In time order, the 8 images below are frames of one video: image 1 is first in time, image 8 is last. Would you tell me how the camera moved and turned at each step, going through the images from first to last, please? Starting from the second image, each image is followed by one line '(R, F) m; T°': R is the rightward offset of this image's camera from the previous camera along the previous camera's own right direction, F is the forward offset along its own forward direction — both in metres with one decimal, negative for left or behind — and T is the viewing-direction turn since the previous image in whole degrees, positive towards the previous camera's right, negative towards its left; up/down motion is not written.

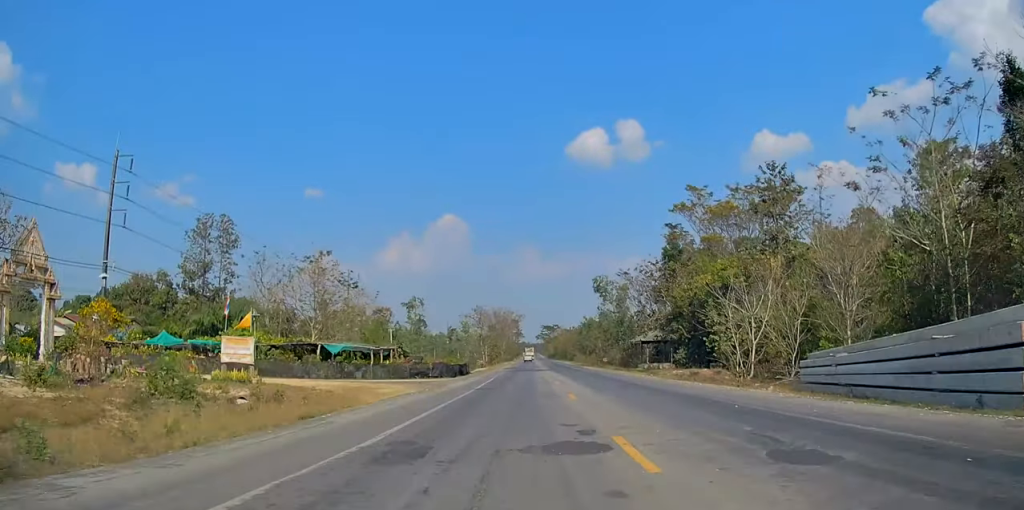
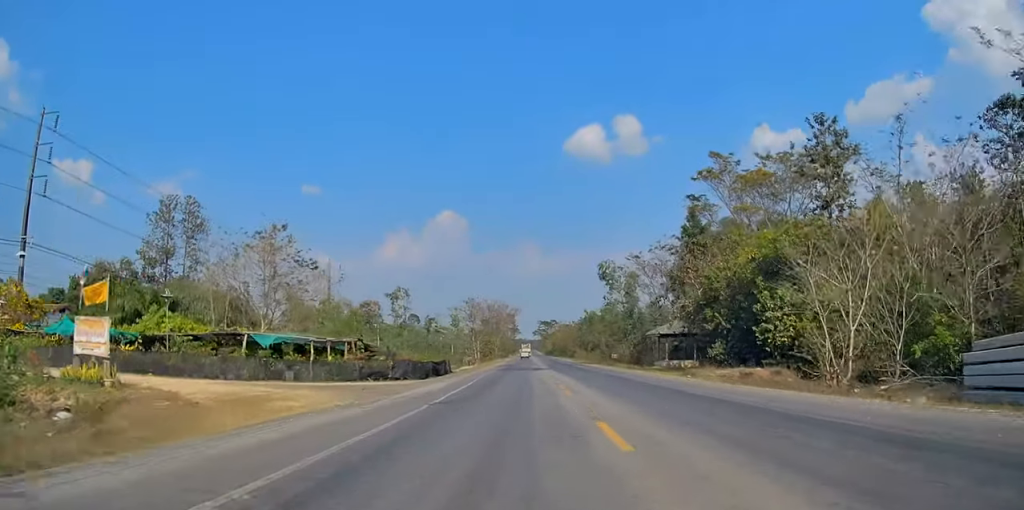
(-0.1, +10.7) m; 0°
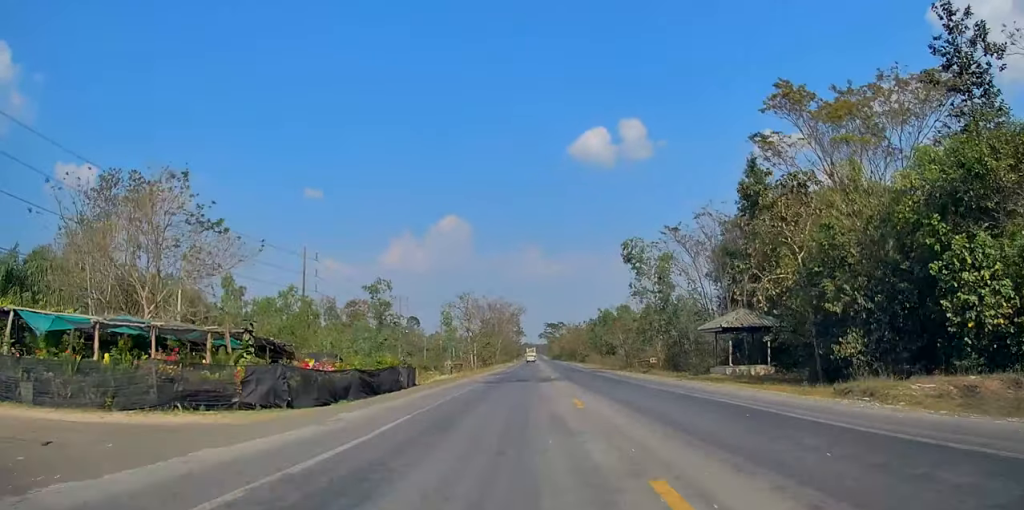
(0.0, +17.3) m; 0°
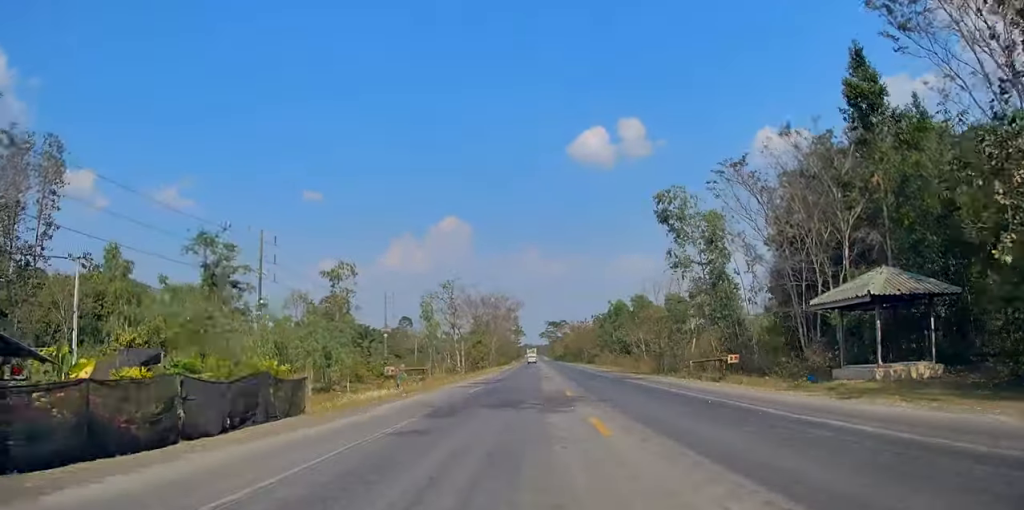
(+0.1, +16.8) m; 0°
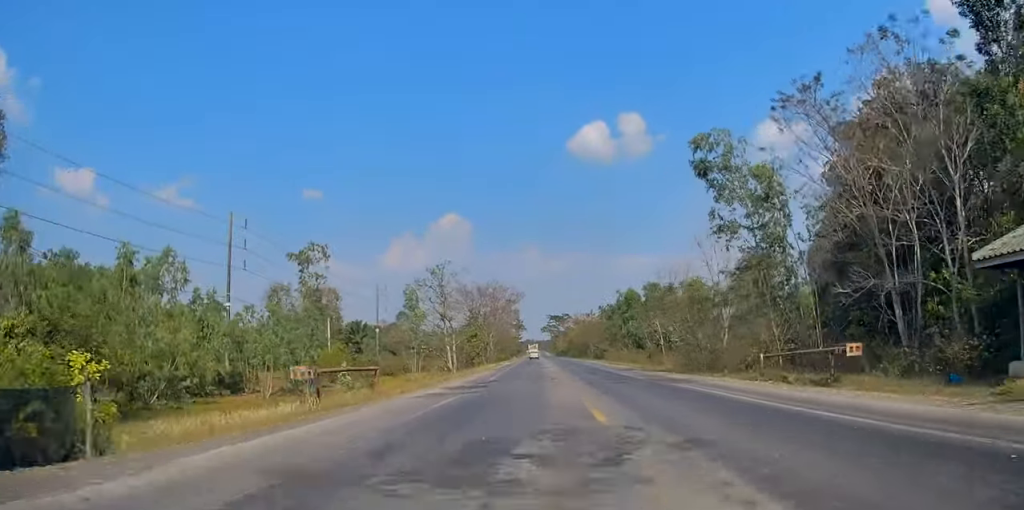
(0.0, +10.2) m; 0°
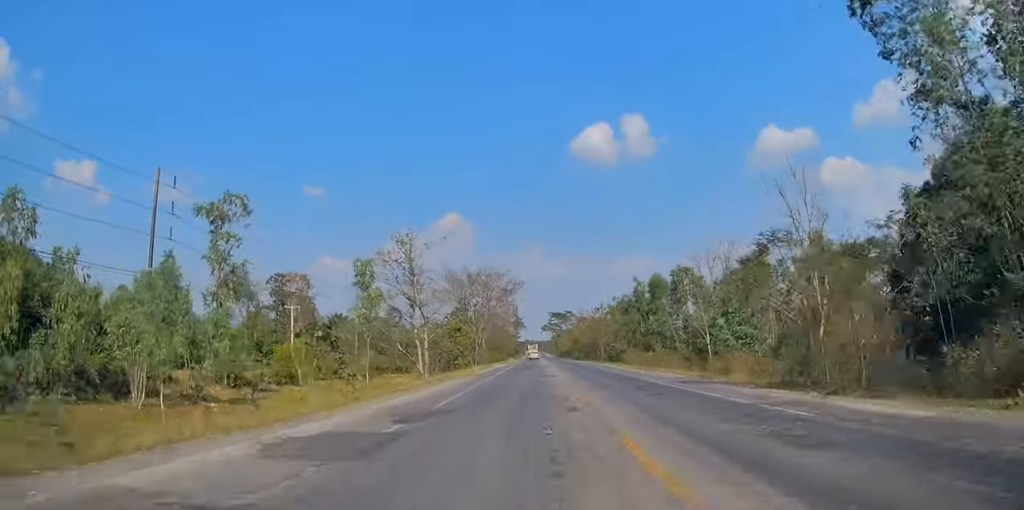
(-0.1, +18.6) m; -1°
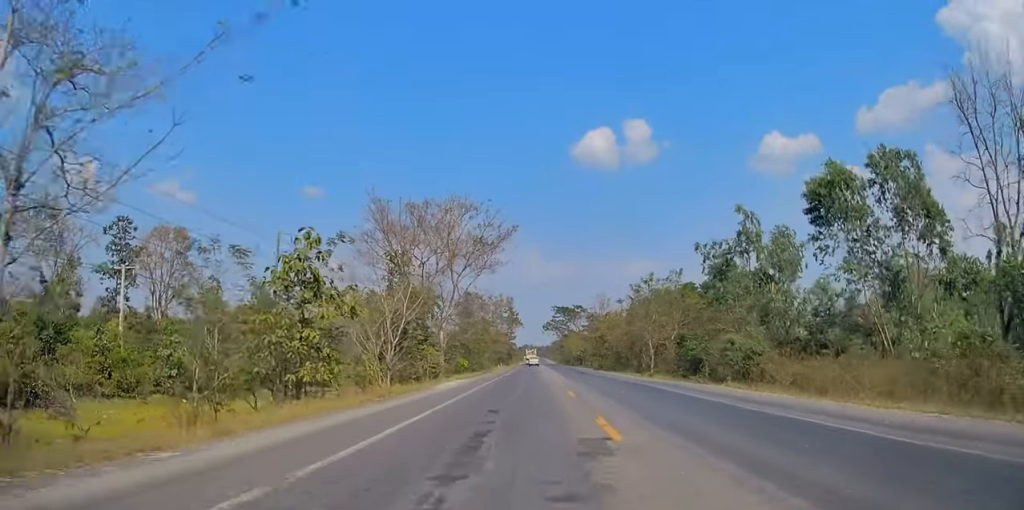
(+0.2, +45.2) m; 0°
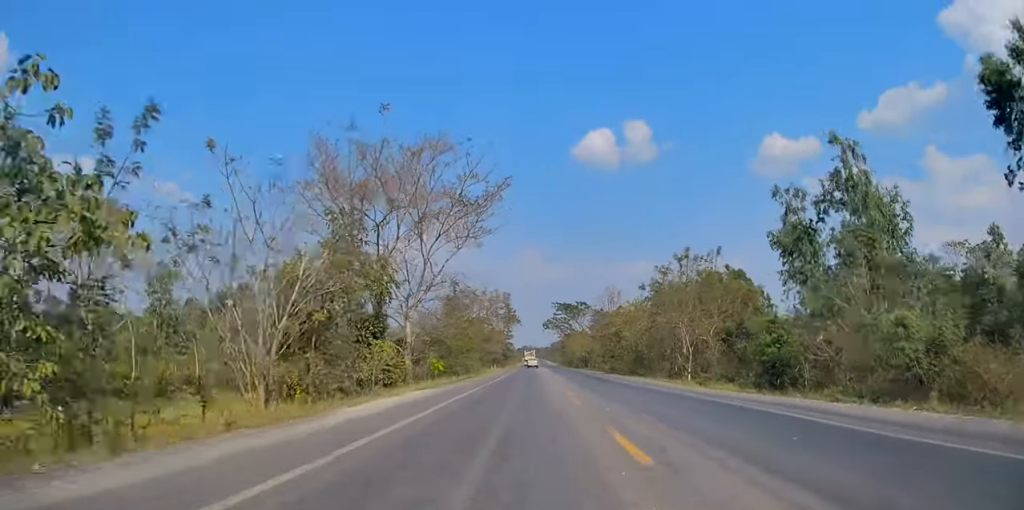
(-0.2, +13.3) m; 0°
